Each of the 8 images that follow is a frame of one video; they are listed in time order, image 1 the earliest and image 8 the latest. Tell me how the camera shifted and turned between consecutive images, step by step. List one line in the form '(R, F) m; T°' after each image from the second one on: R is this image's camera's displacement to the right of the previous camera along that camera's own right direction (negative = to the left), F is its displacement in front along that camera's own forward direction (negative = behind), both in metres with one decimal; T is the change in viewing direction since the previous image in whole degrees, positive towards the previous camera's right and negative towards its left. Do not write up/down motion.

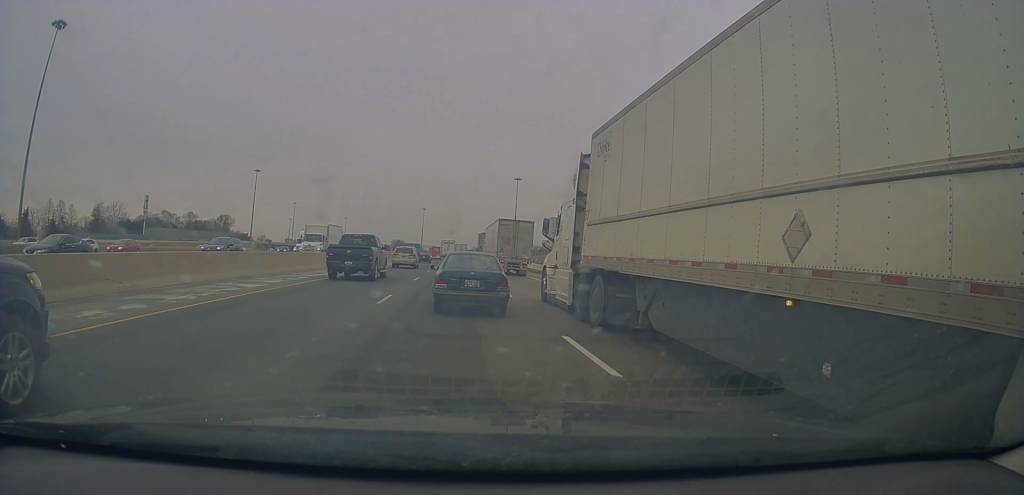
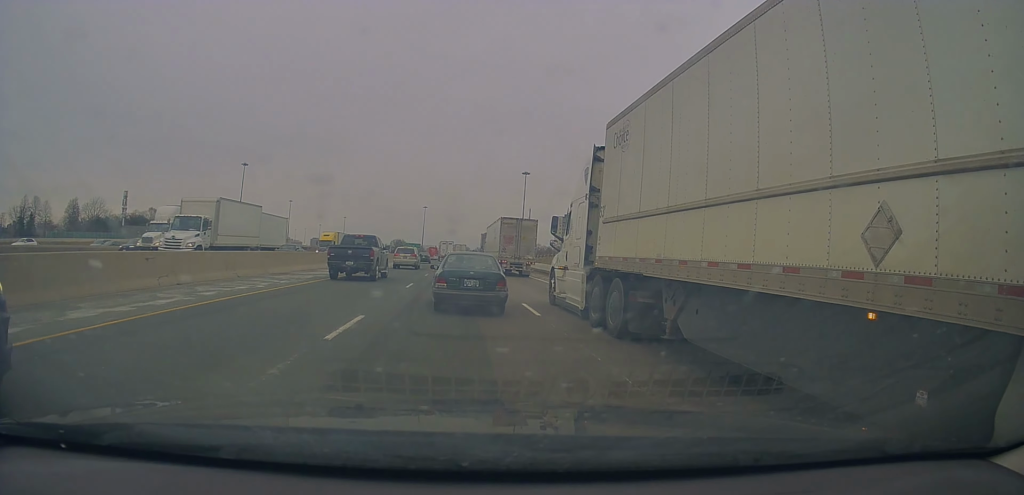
(+0.4, +17.4) m; +1°
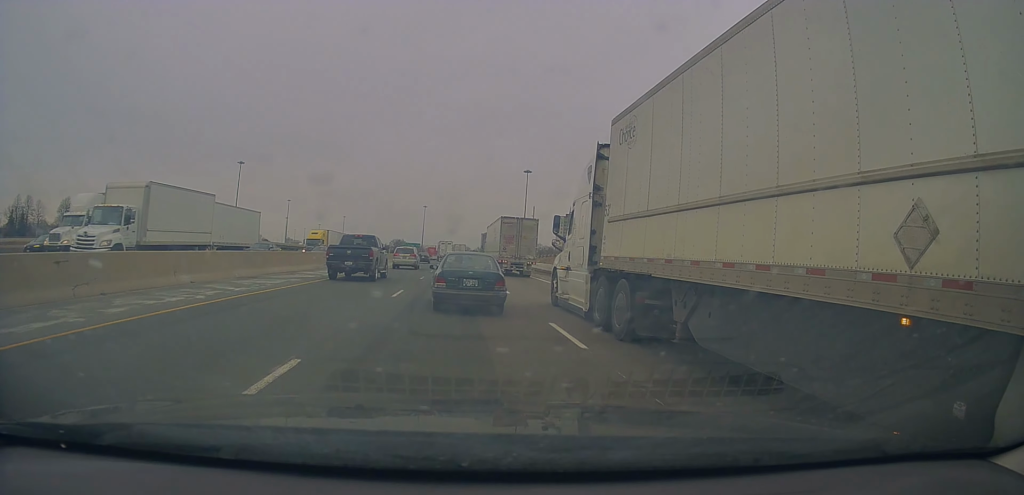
(+0.1, +4.5) m; -2°
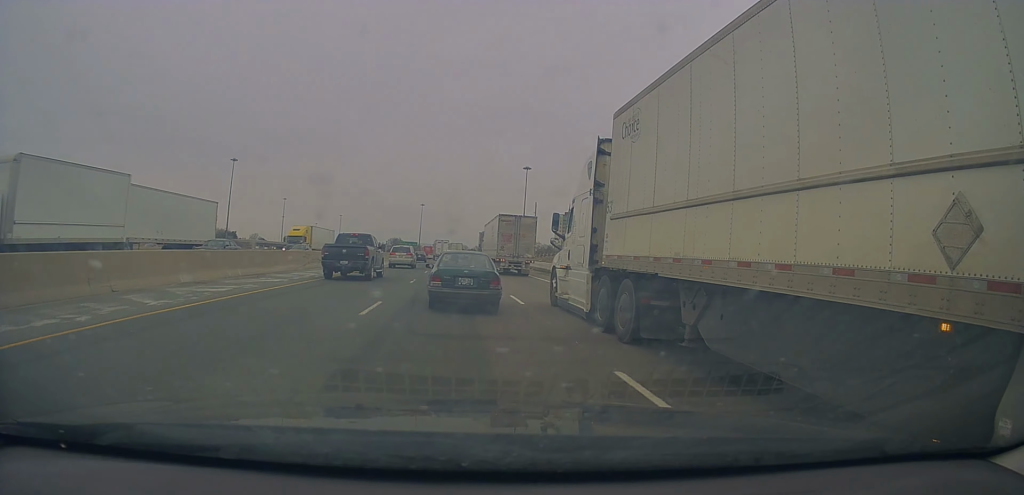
(-0.1, +5.0) m; -1°
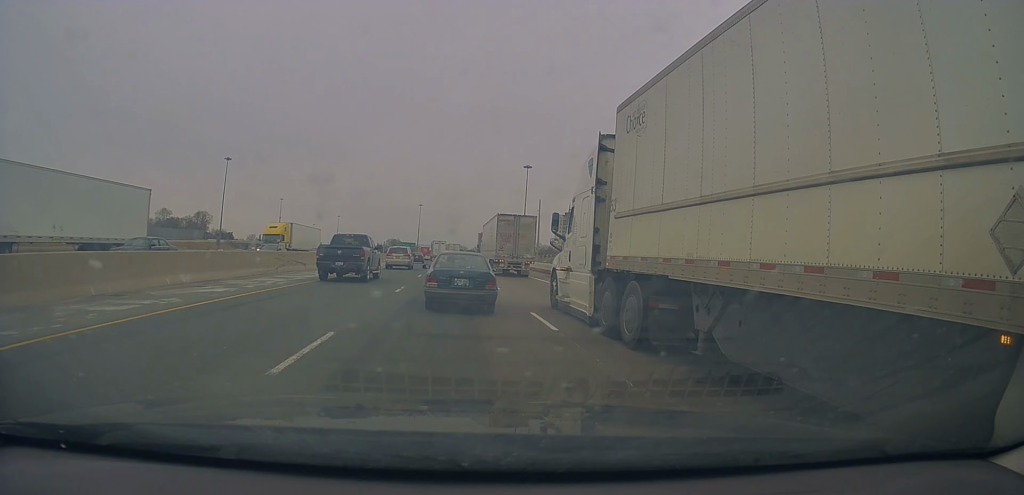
(-0.4, +5.1) m; 0°
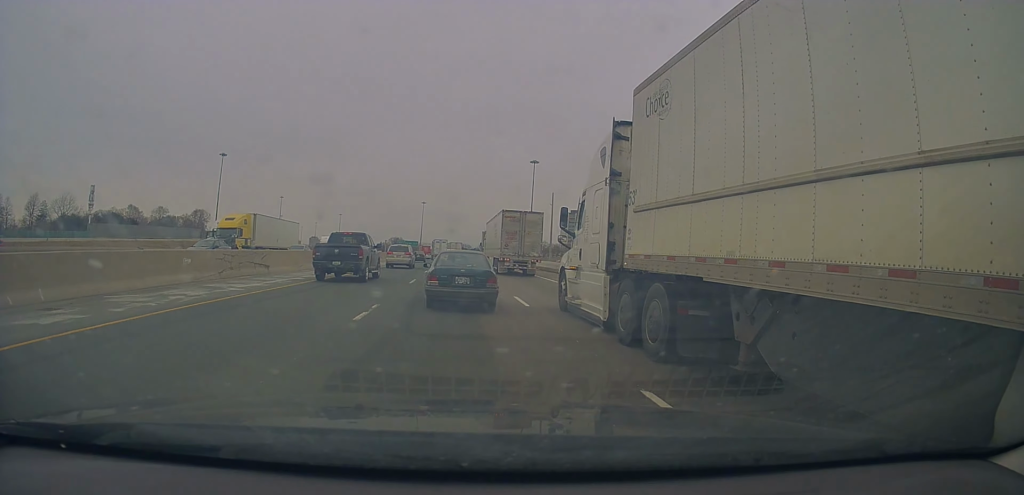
(+0.3, +7.7) m; +1°
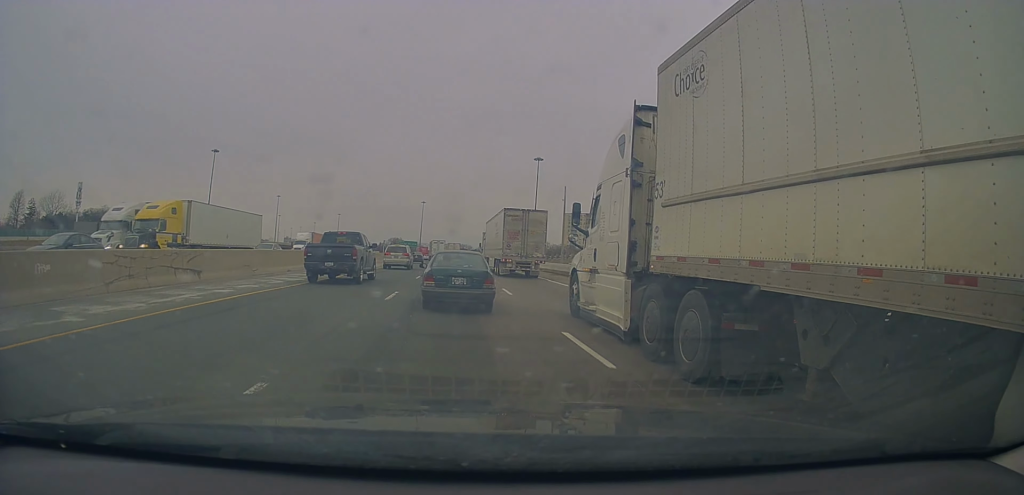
(0.0, +7.8) m; 0°
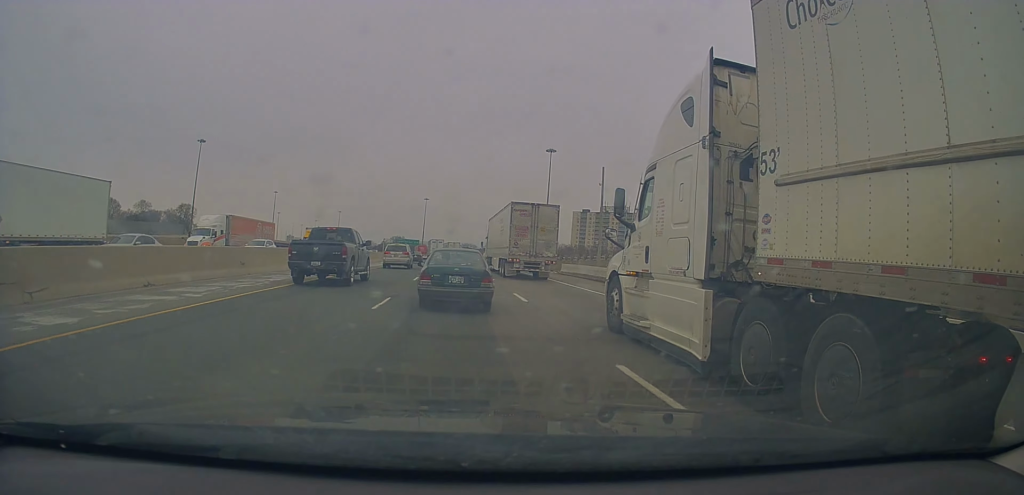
(+0.2, +16.0) m; +1°
